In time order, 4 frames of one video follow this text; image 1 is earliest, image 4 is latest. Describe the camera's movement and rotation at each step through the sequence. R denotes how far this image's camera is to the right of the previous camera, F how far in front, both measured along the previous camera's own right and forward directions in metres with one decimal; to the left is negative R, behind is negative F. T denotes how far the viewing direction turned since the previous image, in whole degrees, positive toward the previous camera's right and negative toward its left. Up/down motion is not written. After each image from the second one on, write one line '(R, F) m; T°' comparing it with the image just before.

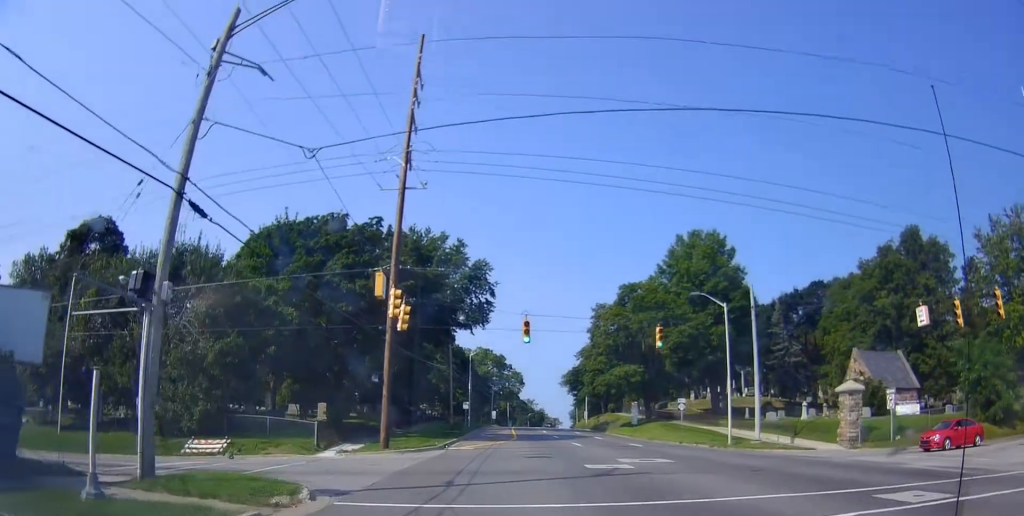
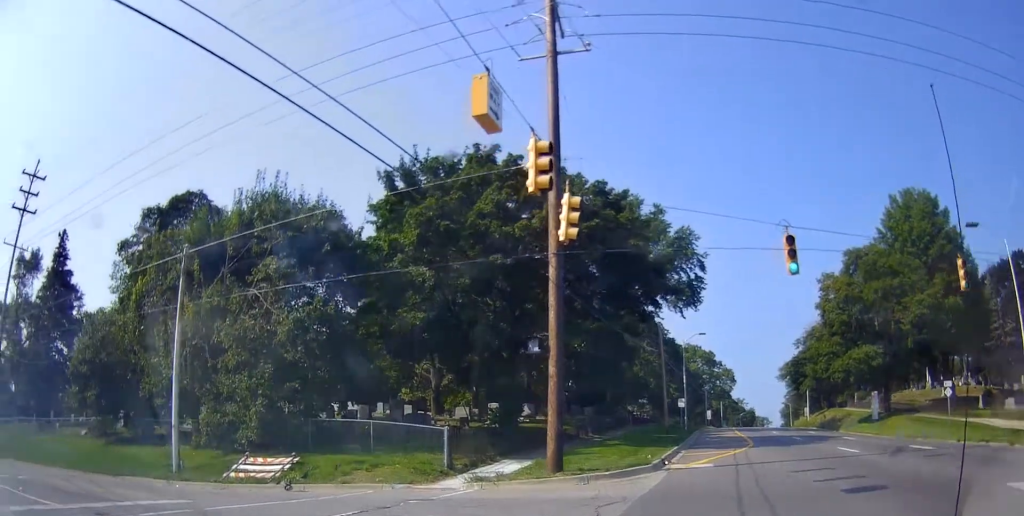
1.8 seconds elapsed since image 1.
(-0.7, +13.1) m; -16°
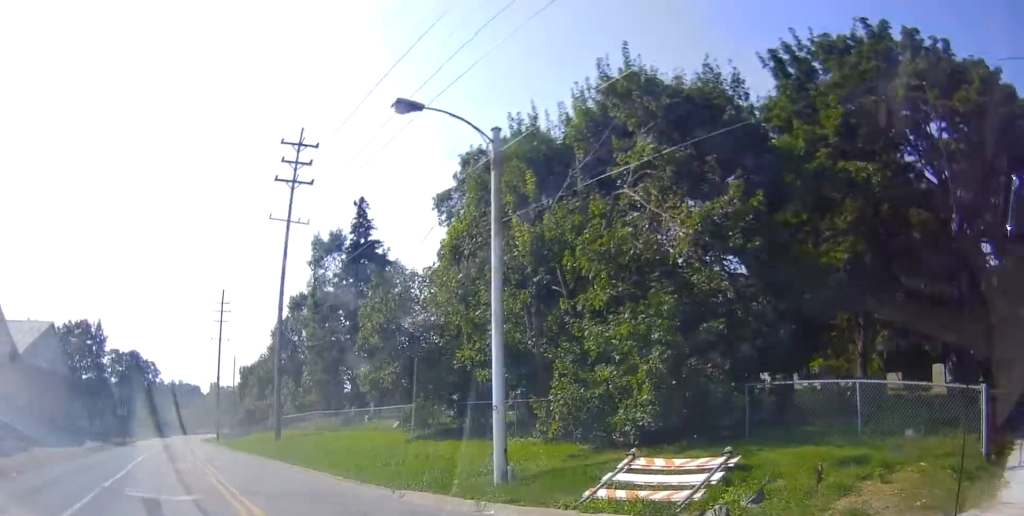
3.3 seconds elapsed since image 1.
(-2.8, +9.2) m; -34°
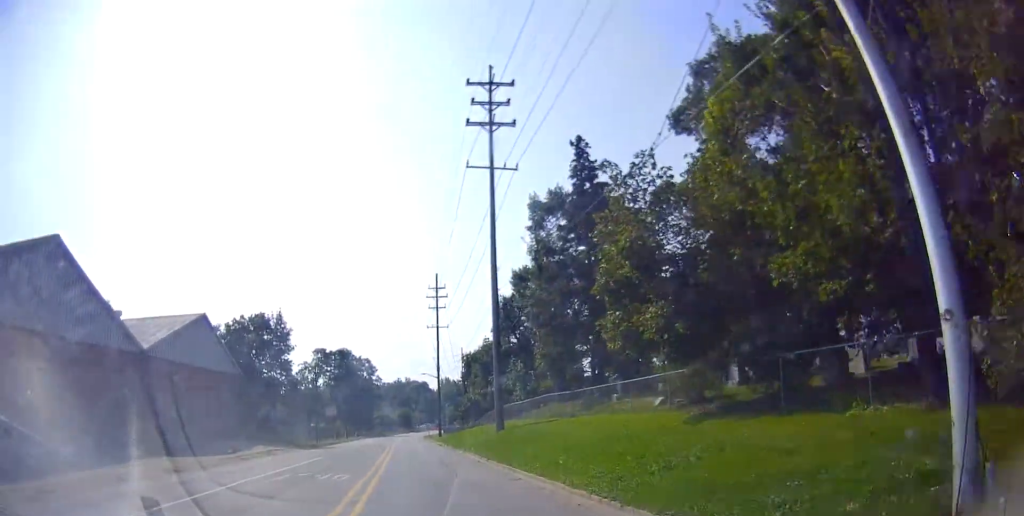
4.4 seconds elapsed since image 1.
(-1.3, +7.7) m; -23°
